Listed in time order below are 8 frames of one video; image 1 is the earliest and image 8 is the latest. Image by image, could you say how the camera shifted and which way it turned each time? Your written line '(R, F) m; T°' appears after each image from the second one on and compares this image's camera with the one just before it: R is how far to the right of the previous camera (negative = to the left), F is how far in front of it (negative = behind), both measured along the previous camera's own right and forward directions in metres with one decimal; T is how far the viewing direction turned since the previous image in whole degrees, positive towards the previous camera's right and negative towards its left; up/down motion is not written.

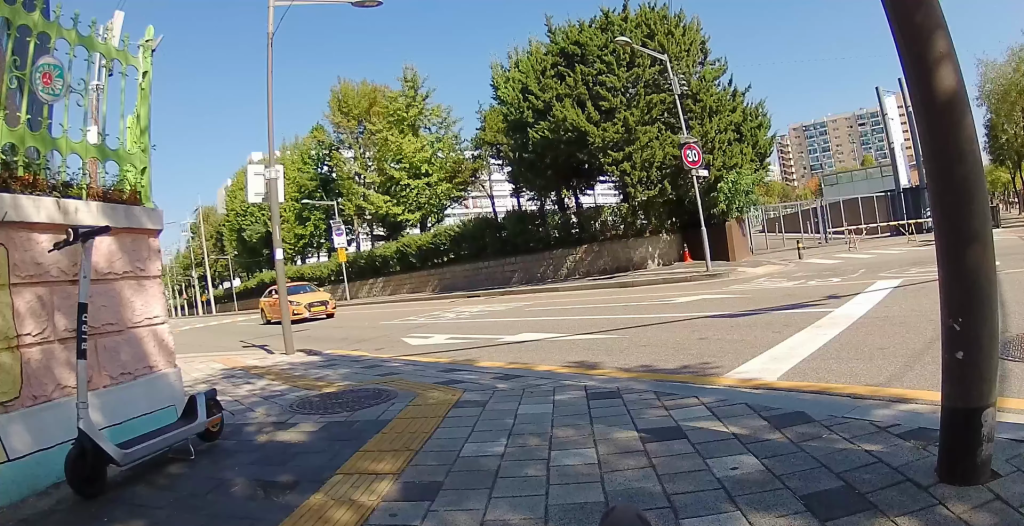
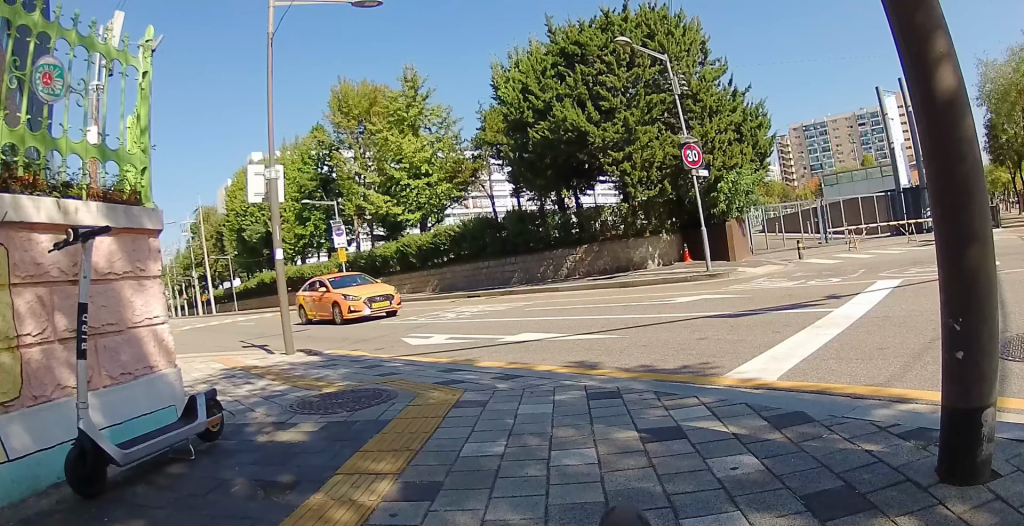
(0.0, 0.0) m; 0°
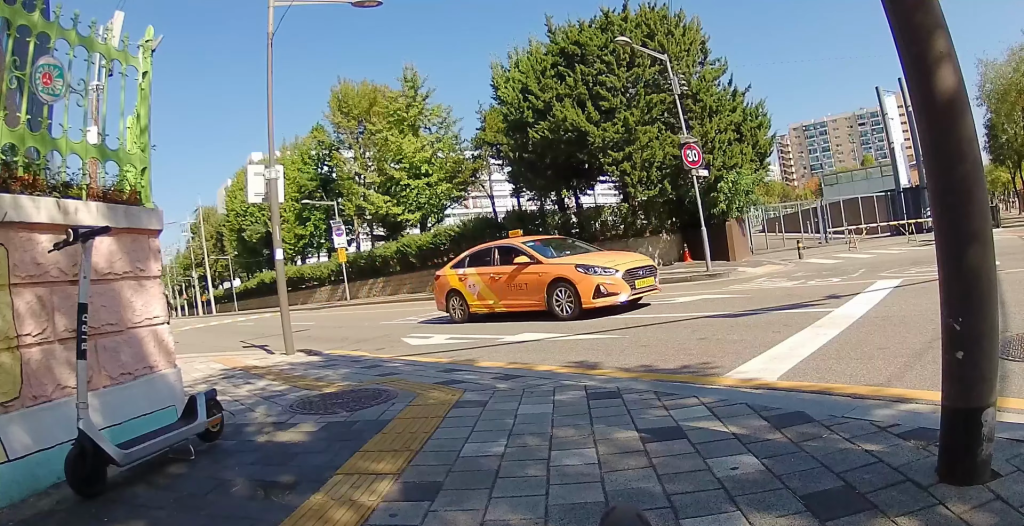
(0.0, 0.0) m; 0°
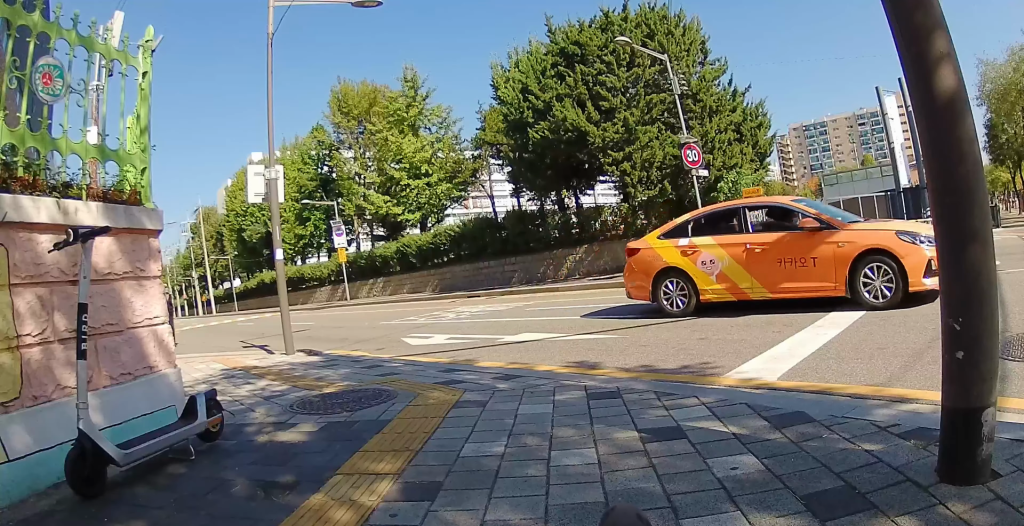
(0.0, 0.0) m; 0°
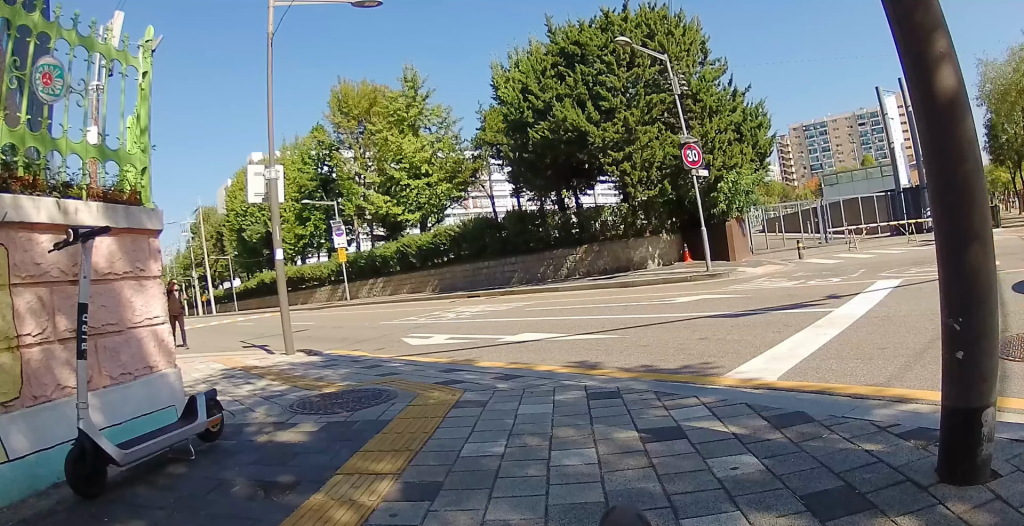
(0.0, 0.0) m; 0°
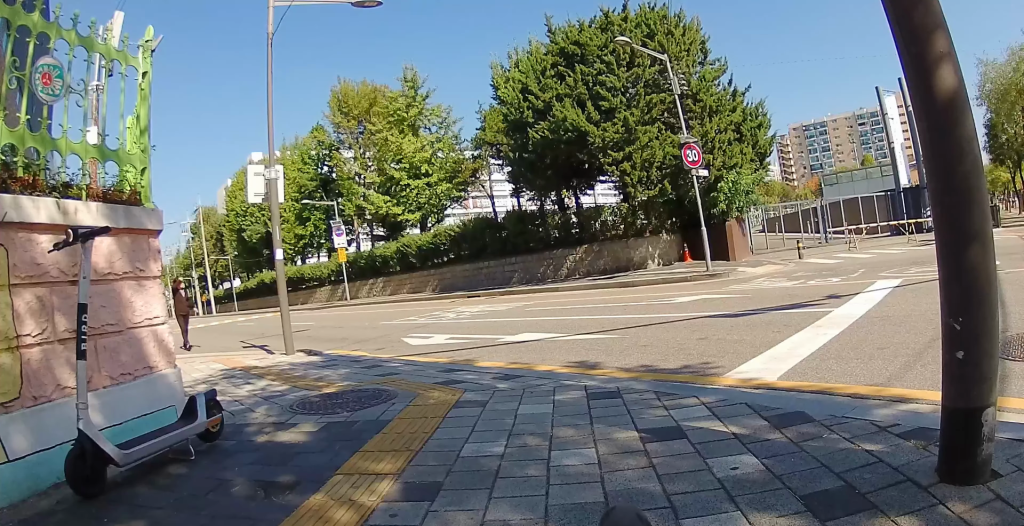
(0.0, 0.0) m; 0°
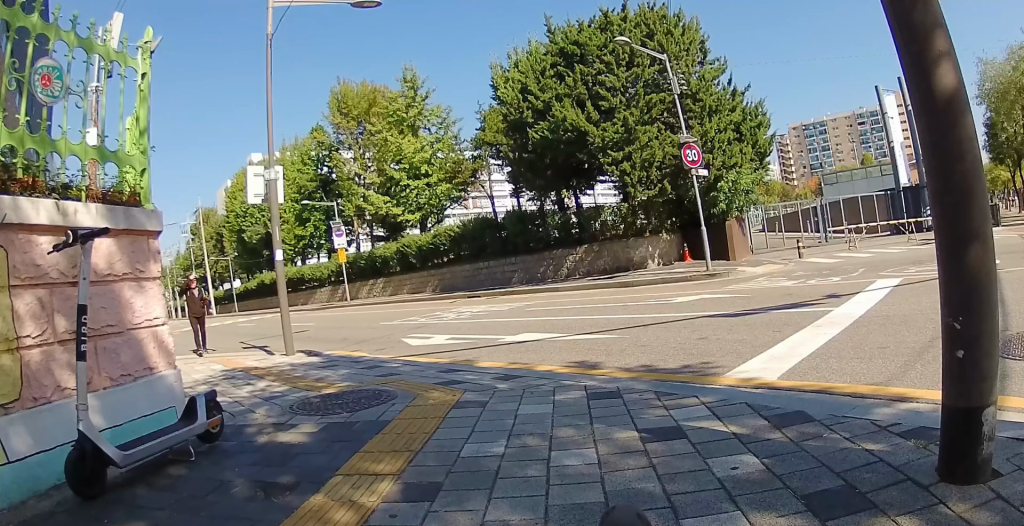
(0.0, 0.0) m; 0°
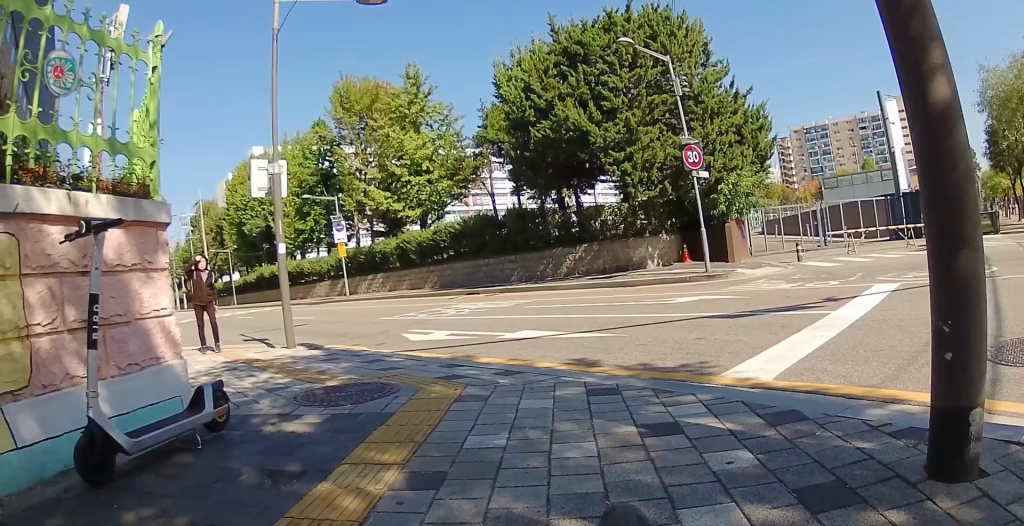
(0.0, 0.0) m; 0°
